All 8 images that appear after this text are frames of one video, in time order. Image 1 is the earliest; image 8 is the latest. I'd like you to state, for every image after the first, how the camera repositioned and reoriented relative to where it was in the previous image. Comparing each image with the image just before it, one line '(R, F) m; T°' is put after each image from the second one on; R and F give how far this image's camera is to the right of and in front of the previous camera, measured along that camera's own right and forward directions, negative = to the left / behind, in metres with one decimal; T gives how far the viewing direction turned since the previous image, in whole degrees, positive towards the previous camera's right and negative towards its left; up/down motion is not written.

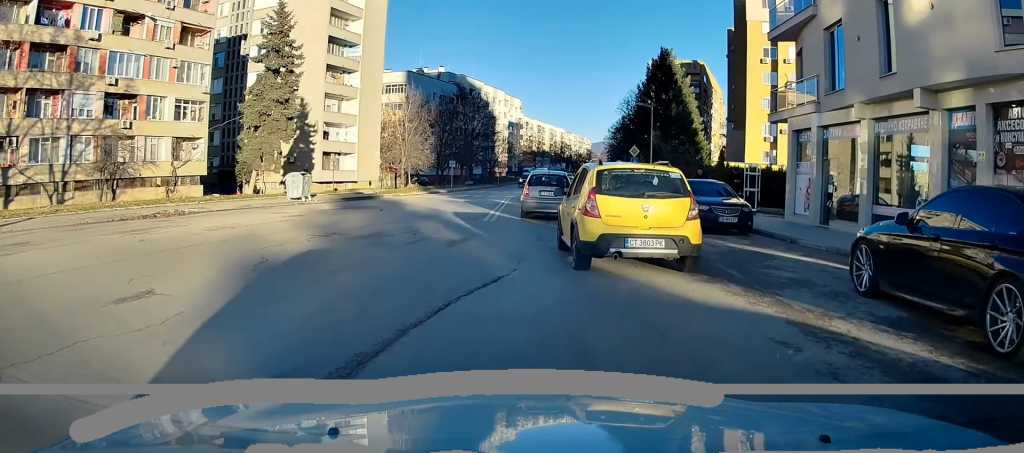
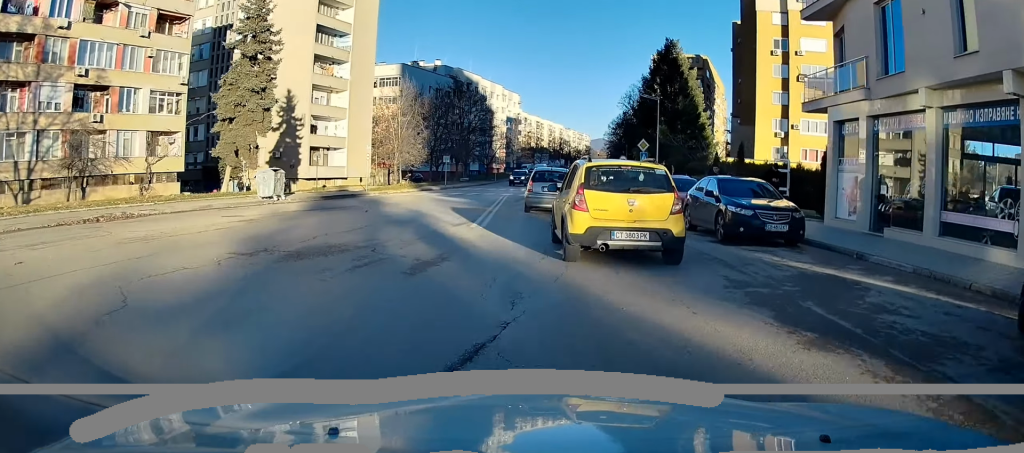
(+0.1, +3.3) m; +2°
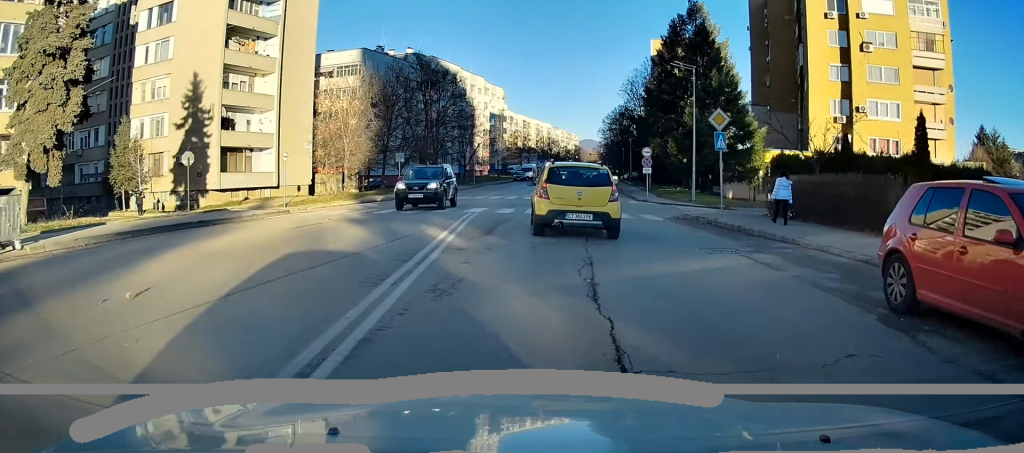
(+0.8, +15.8) m; +3°
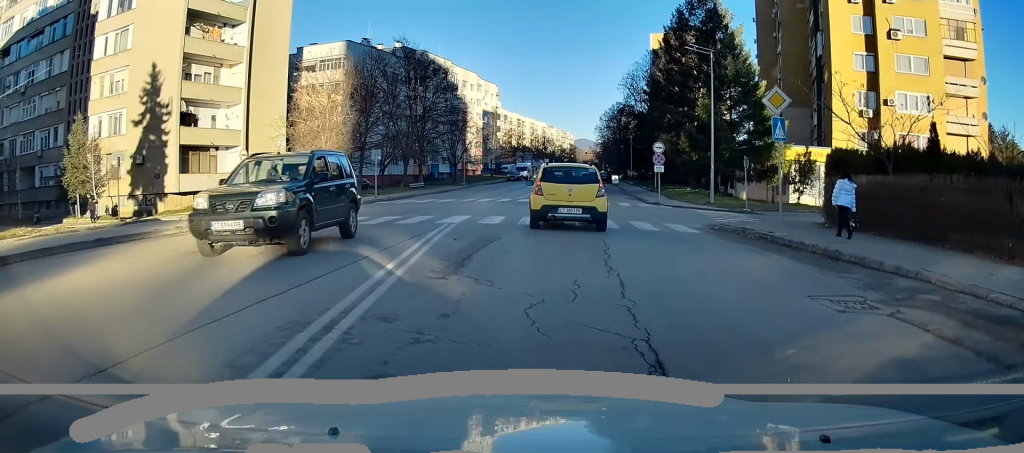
(-0.2, +5.1) m; 0°
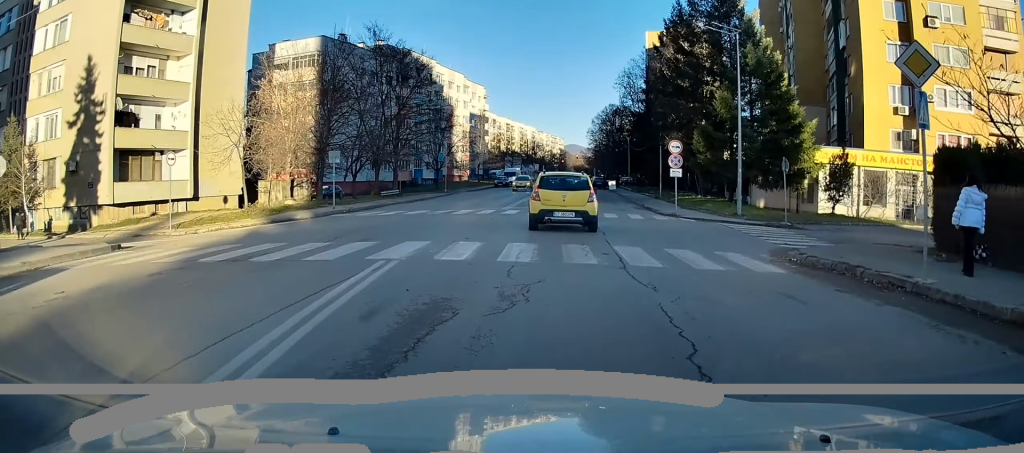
(+0.4, +6.2) m; 0°
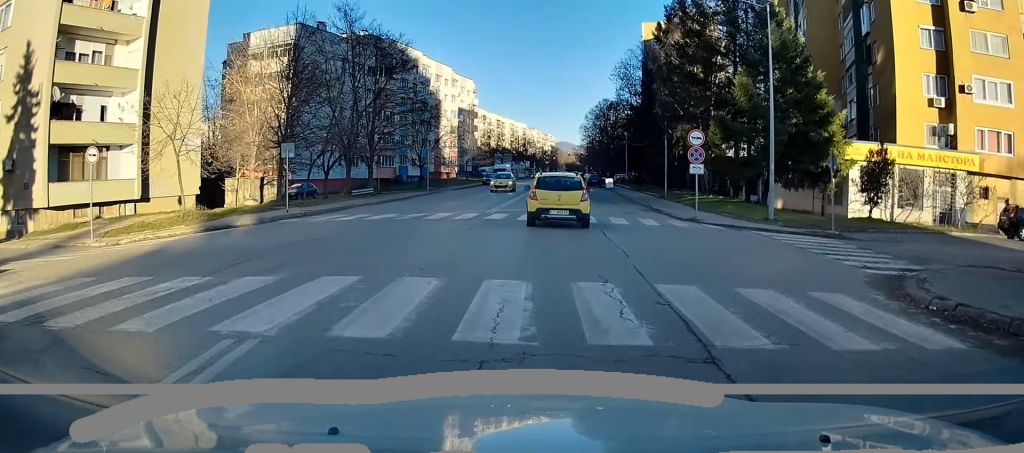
(-0.1, +4.8) m; 0°
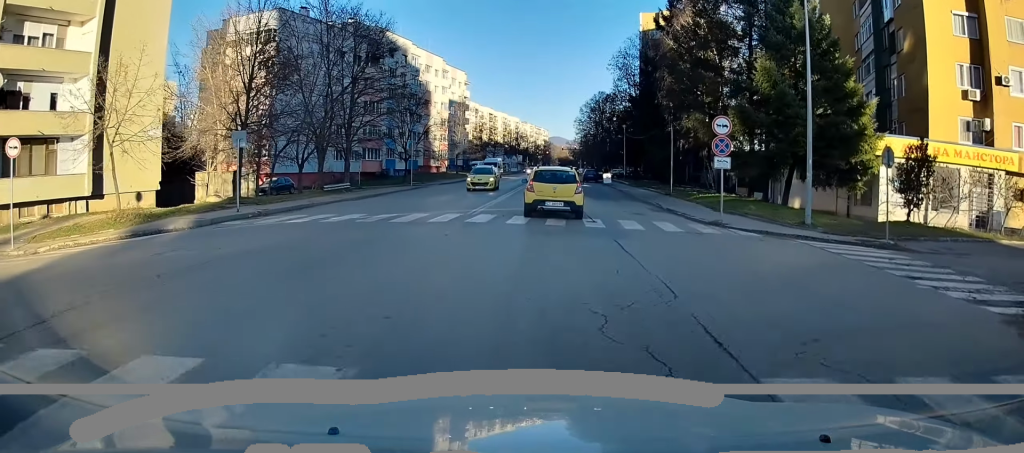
(-0.2, +3.8) m; 0°
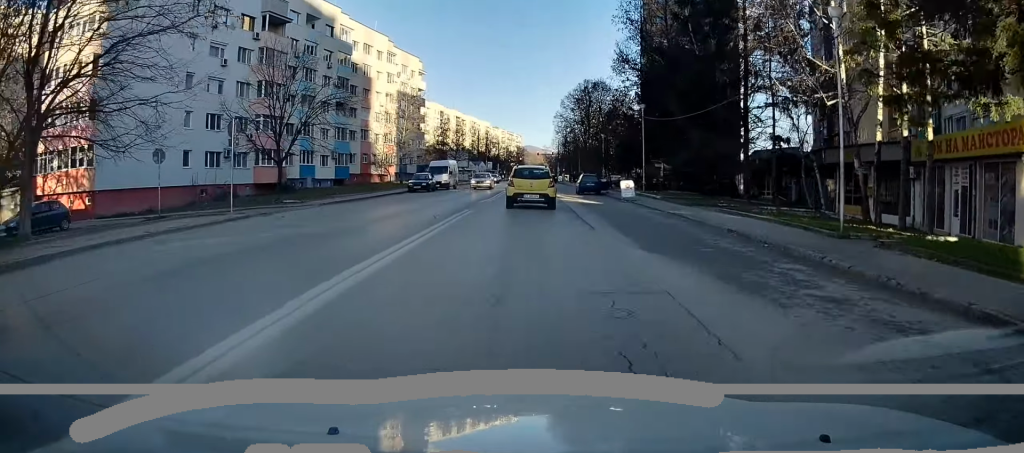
(+1.2, +22.1) m; +3°
